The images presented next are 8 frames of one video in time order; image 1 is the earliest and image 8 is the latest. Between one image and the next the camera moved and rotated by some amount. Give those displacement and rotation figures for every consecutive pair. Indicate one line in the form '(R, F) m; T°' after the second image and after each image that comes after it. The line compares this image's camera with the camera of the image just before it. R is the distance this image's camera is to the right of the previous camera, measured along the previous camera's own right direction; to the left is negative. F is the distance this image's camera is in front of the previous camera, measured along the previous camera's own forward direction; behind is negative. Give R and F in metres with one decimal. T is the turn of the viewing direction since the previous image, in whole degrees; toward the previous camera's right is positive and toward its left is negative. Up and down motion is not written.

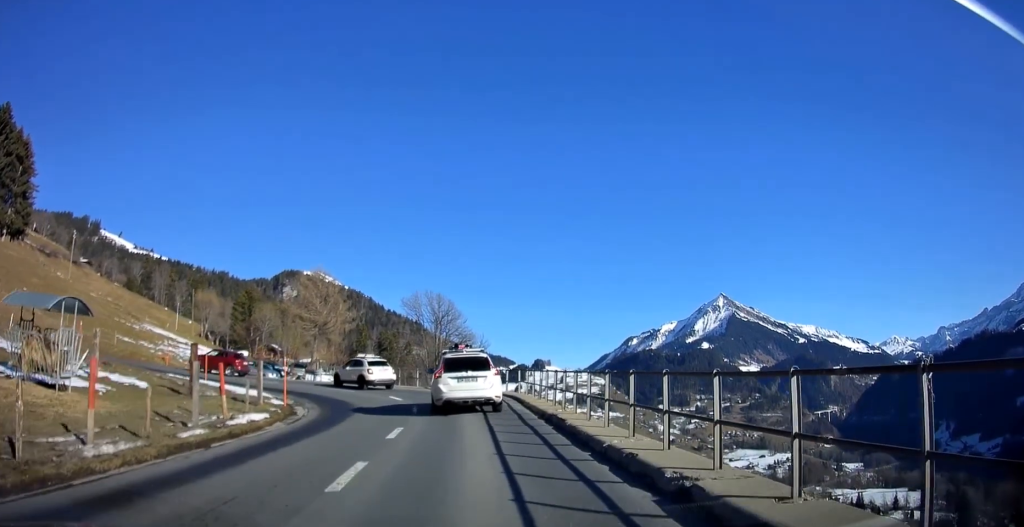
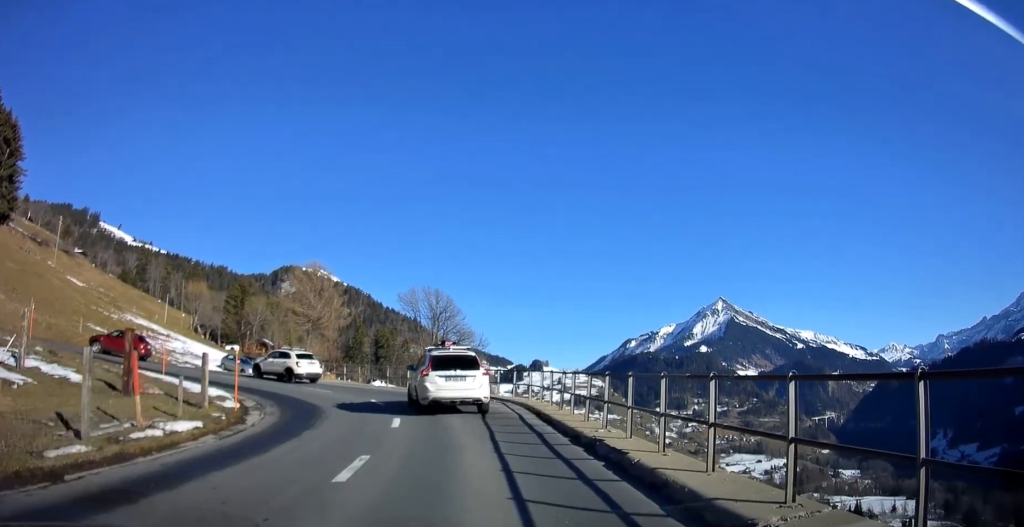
(-0.2, +4.7) m; -1°
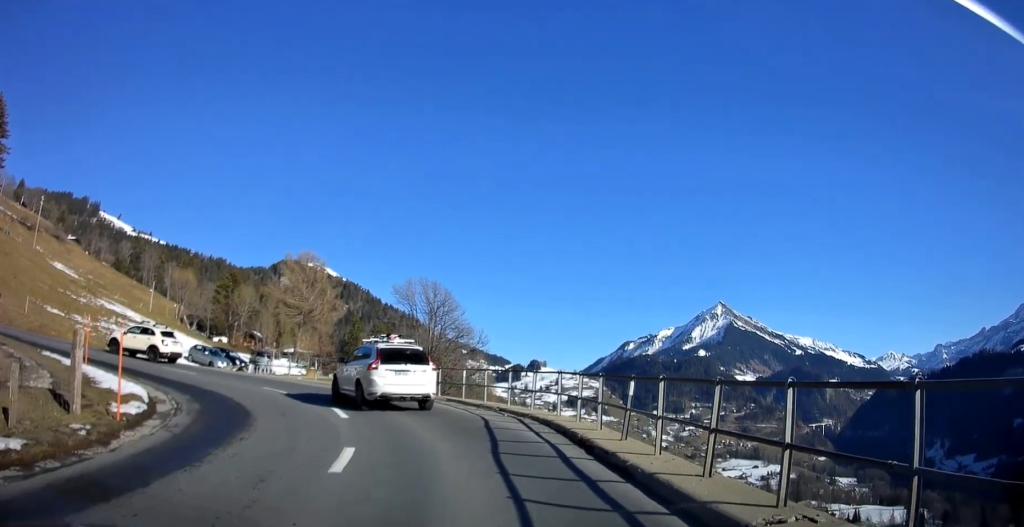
(+0.2, +6.0) m; +2°
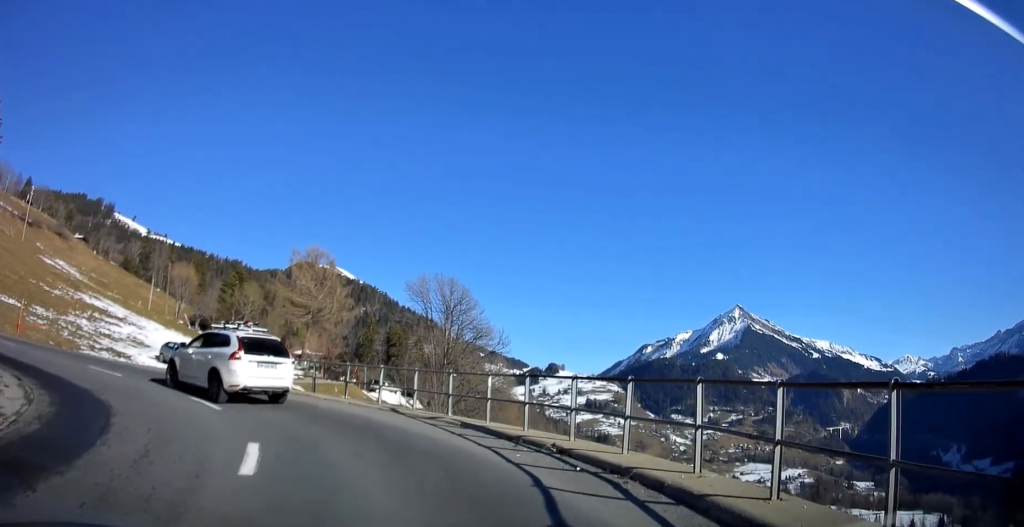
(0.0, +7.1) m; -2°
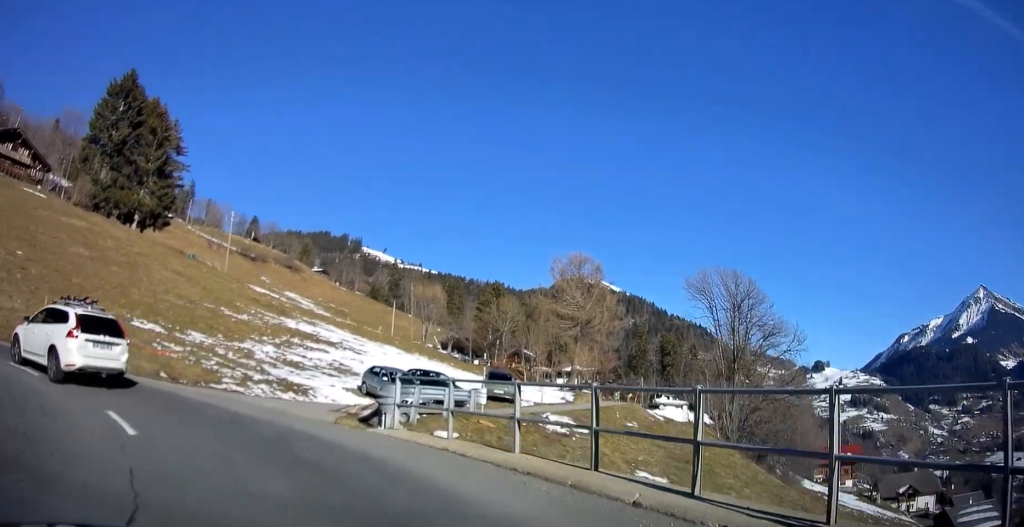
(-1.8, +11.2) m; -26°
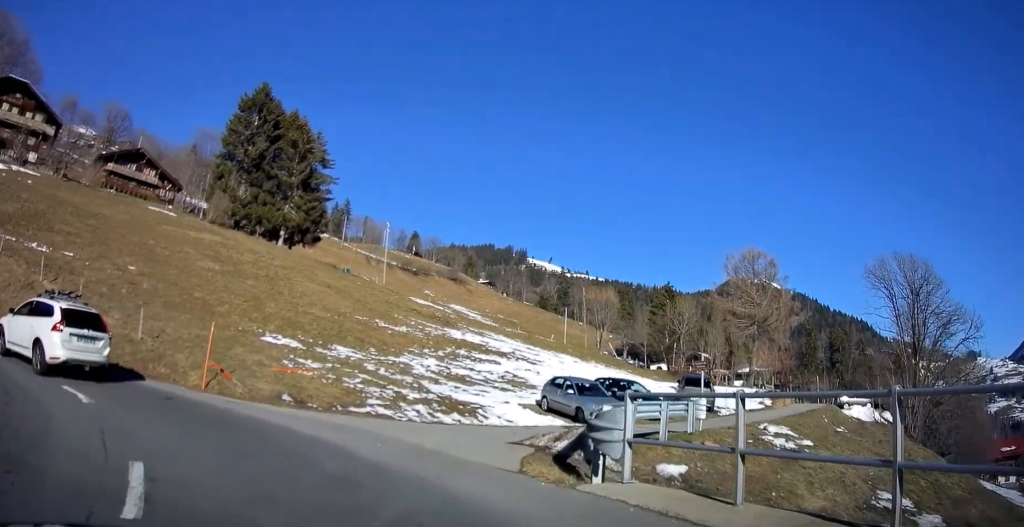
(-0.7, +4.3) m; -16°
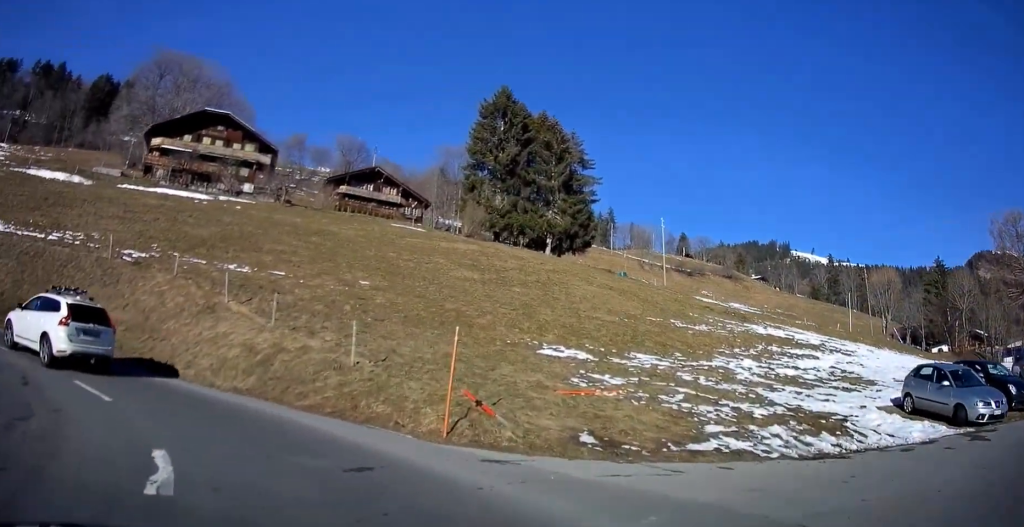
(-1.1, +5.8) m; -23°
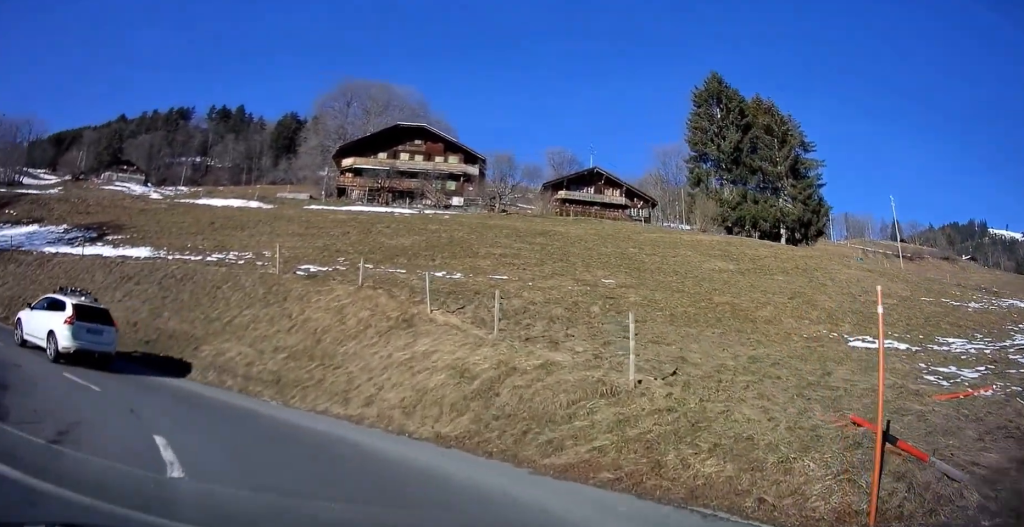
(-1.0, +5.3) m; -29°
